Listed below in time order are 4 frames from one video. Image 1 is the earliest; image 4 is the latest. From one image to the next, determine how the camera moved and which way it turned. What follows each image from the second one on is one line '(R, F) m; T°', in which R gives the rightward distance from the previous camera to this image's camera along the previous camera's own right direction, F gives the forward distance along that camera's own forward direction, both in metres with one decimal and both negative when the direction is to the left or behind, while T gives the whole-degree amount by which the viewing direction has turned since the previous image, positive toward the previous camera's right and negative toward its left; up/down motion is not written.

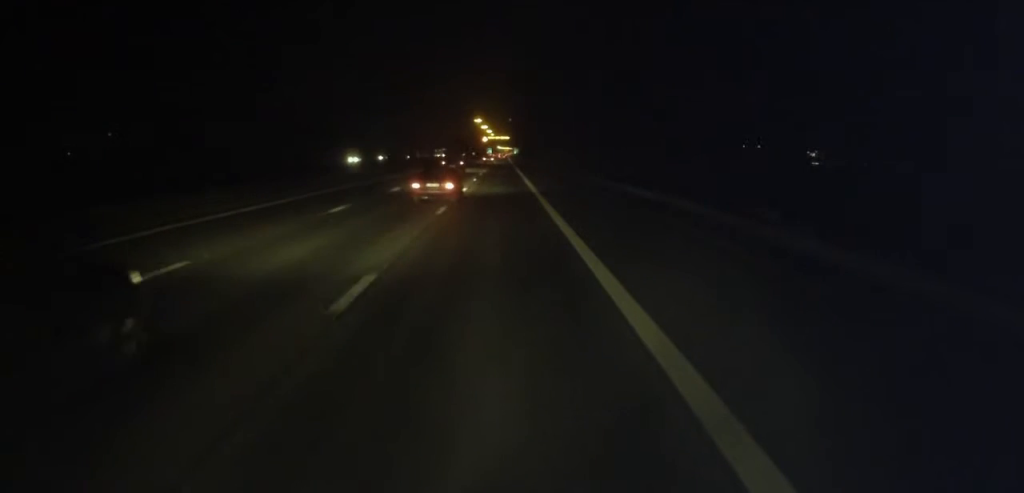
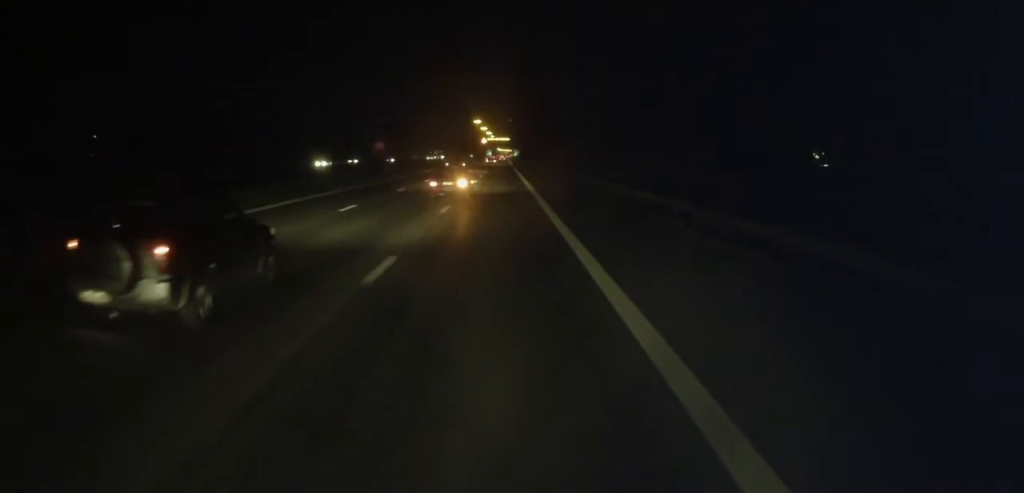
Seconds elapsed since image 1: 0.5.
(0.0, +11.0) m; 0°
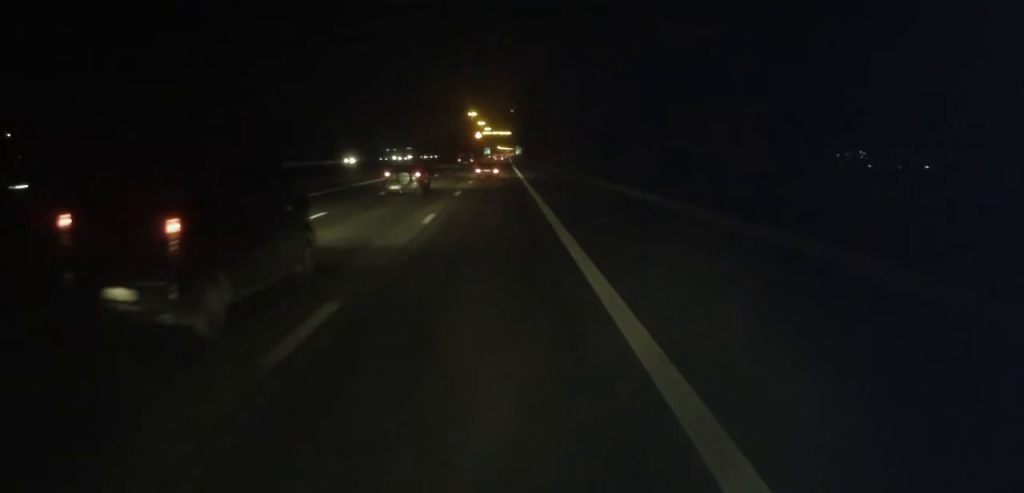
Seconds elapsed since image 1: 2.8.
(-0.8, +54.3) m; -1°
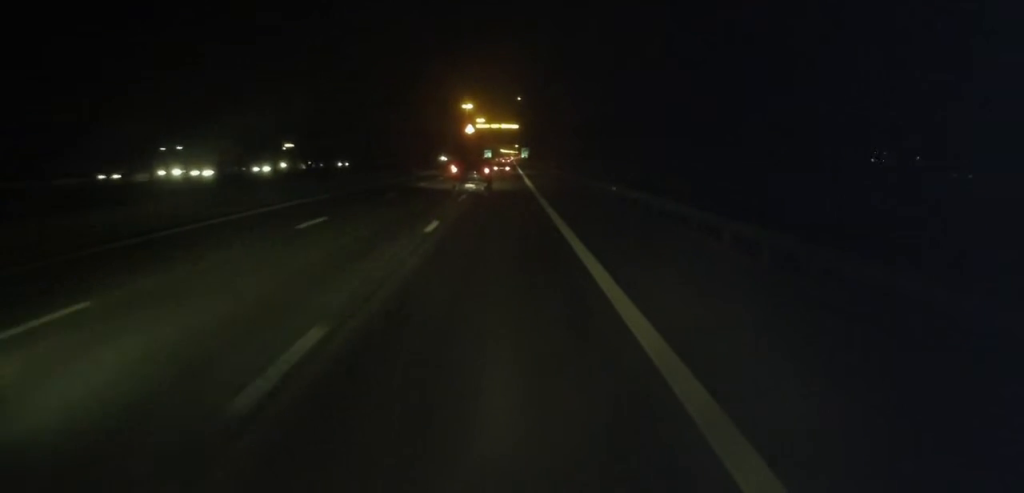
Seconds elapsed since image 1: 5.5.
(0.0, +63.7) m; 0°
